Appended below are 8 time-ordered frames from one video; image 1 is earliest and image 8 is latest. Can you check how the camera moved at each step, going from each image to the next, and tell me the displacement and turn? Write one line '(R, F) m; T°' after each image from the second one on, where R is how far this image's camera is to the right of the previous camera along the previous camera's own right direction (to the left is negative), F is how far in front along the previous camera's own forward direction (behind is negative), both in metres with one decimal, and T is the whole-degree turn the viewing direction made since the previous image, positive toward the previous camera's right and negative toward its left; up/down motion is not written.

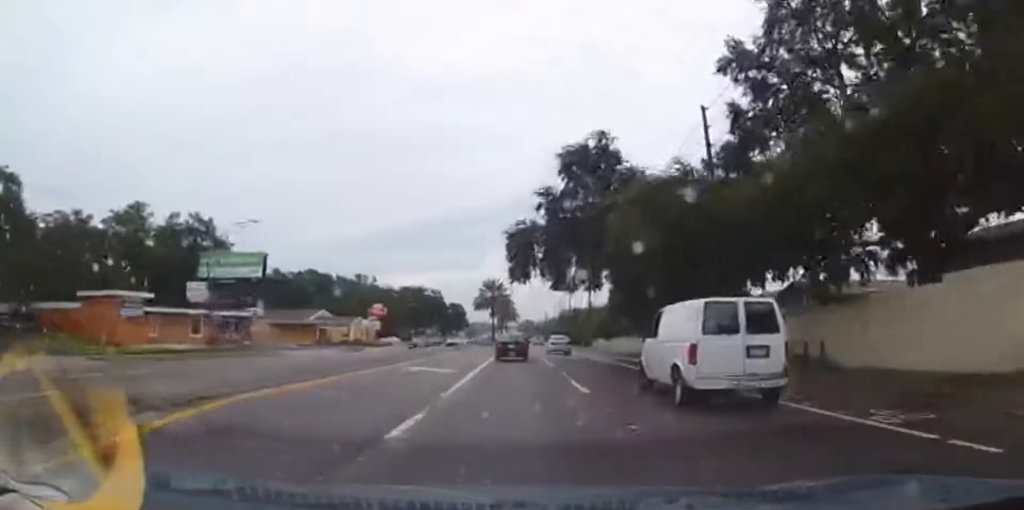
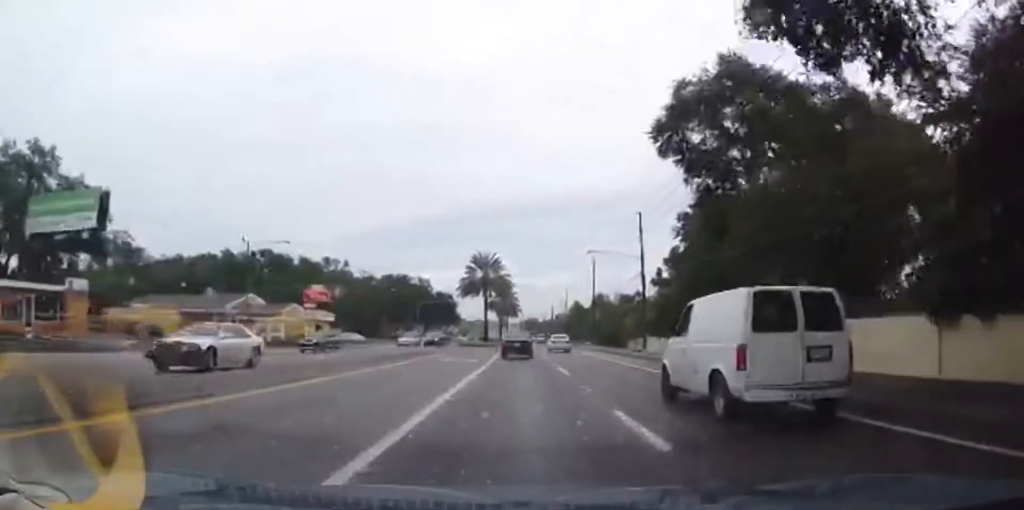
(+0.8, +31.6) m; +3°
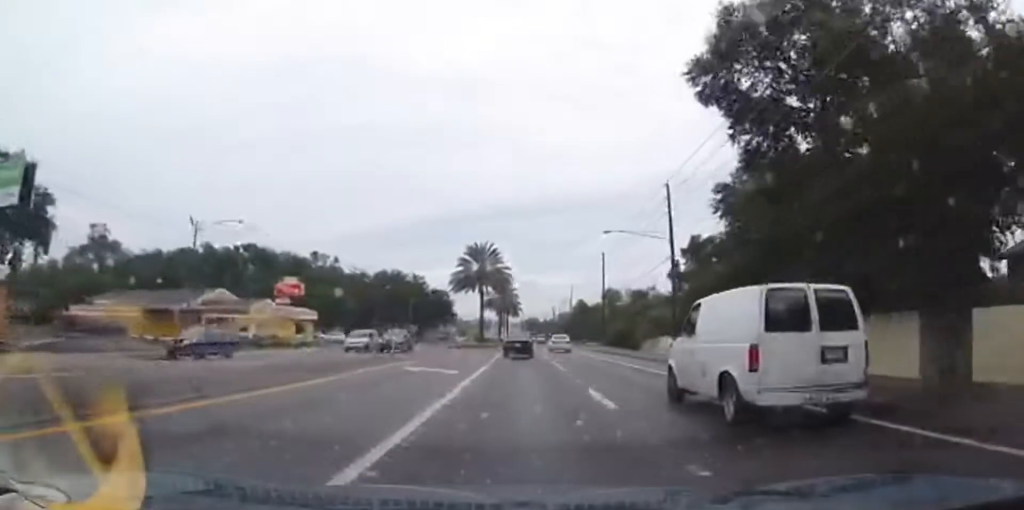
(0.0, +8.8) m; 0°
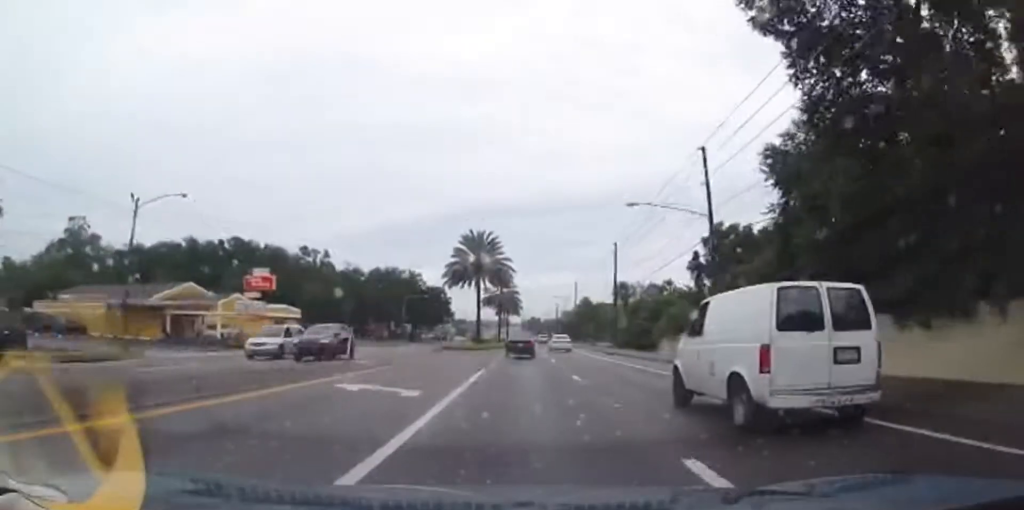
(0.0, +7.5) m; 0°
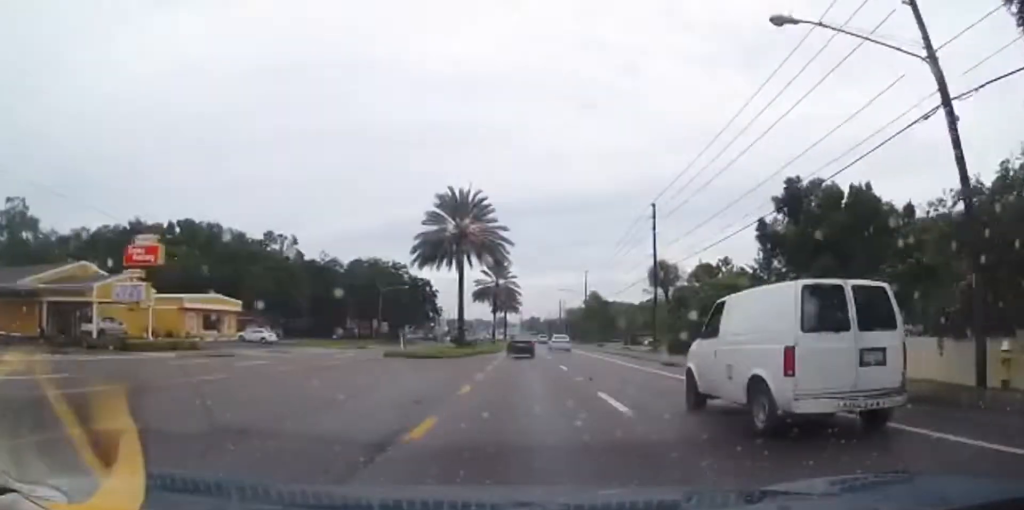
(-0.2, +18.4) m; -1°
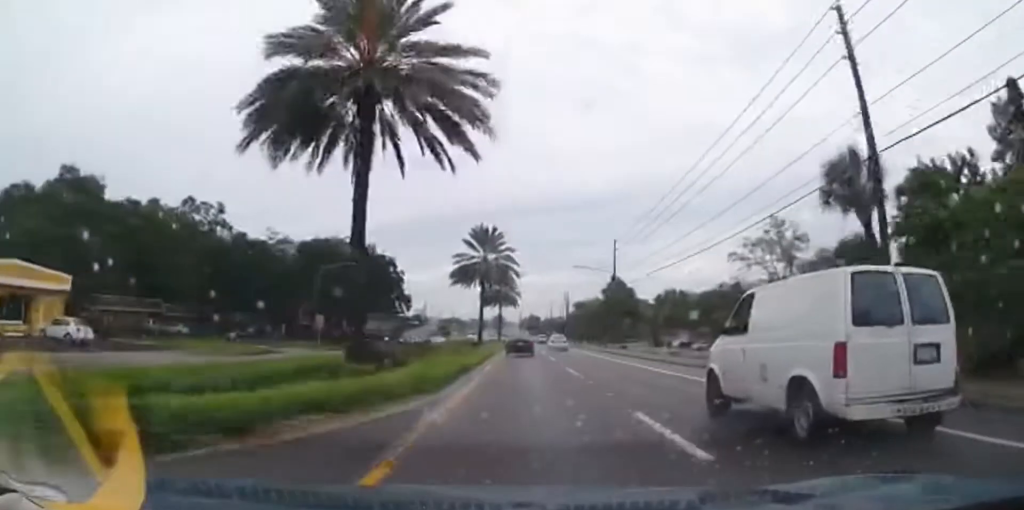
(-0.1, +28.5) m; 0°
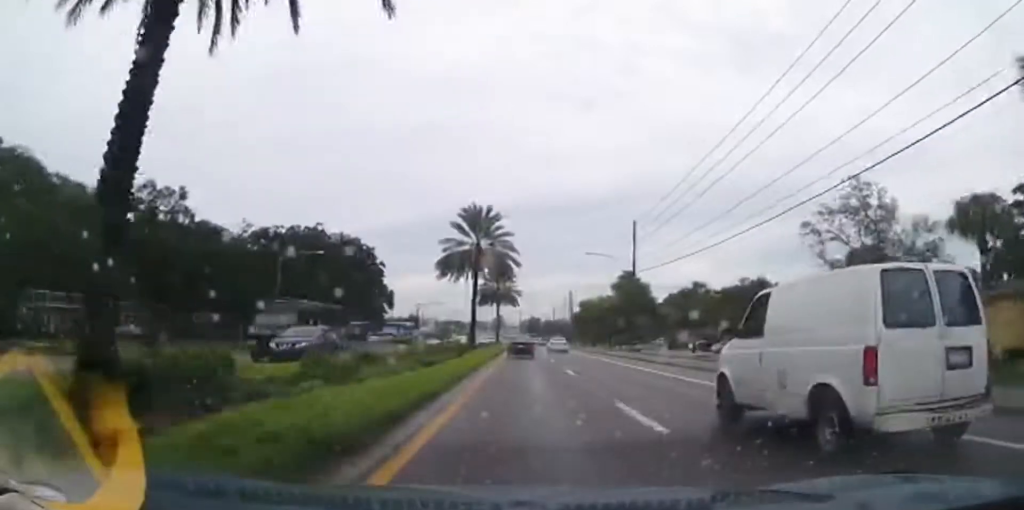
(0.0, +10.6) m; 0°
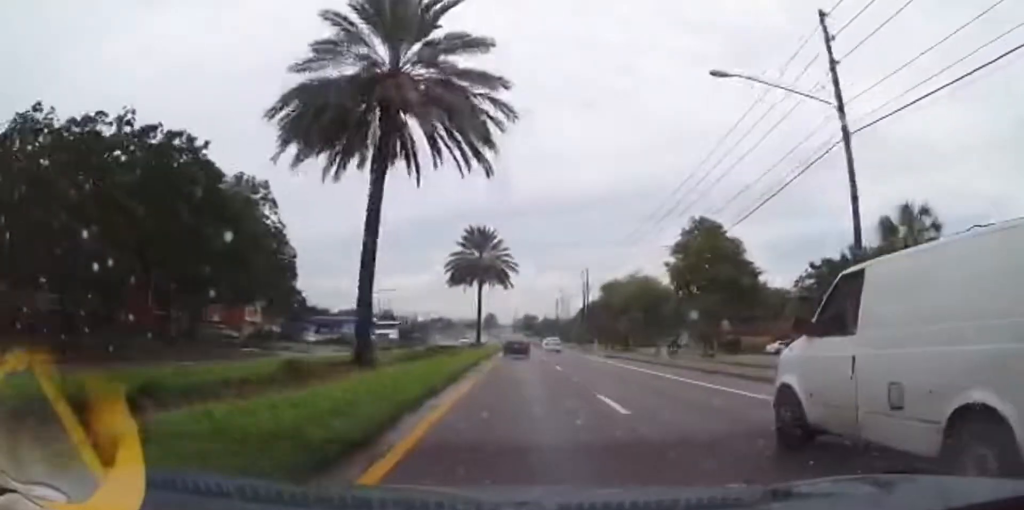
(+0.2, +35.2) m; +1°
